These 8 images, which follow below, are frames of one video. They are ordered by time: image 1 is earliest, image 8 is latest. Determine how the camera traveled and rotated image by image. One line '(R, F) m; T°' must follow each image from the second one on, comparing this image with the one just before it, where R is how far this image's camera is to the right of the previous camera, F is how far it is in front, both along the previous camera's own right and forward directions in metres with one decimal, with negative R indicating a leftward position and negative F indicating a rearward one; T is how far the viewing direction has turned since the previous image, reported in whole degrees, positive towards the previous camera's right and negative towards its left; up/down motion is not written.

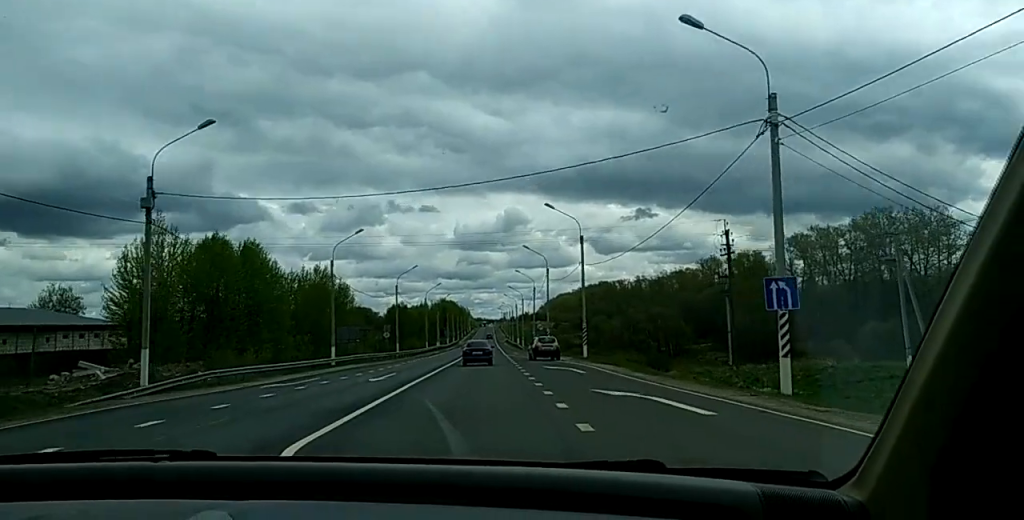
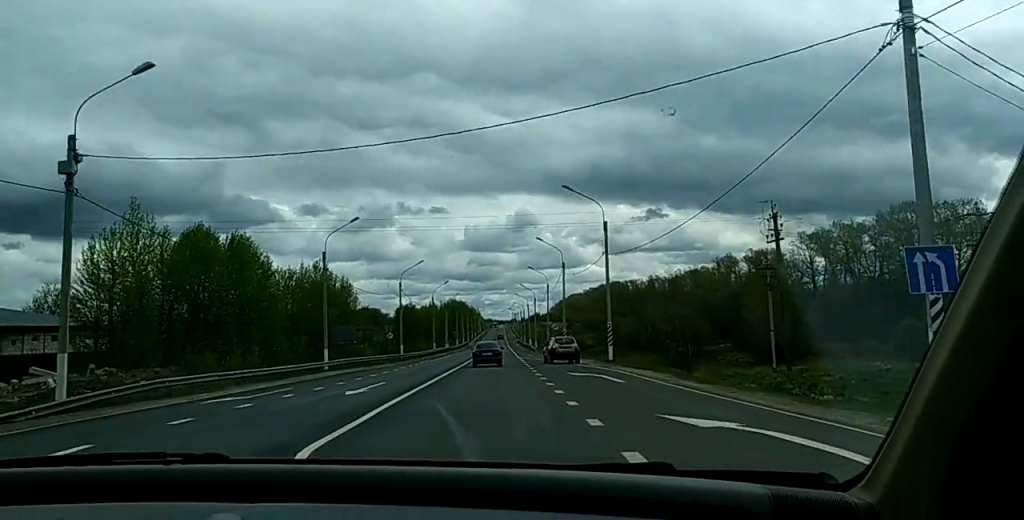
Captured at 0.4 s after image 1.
(0.0, +6.9) m; 0°
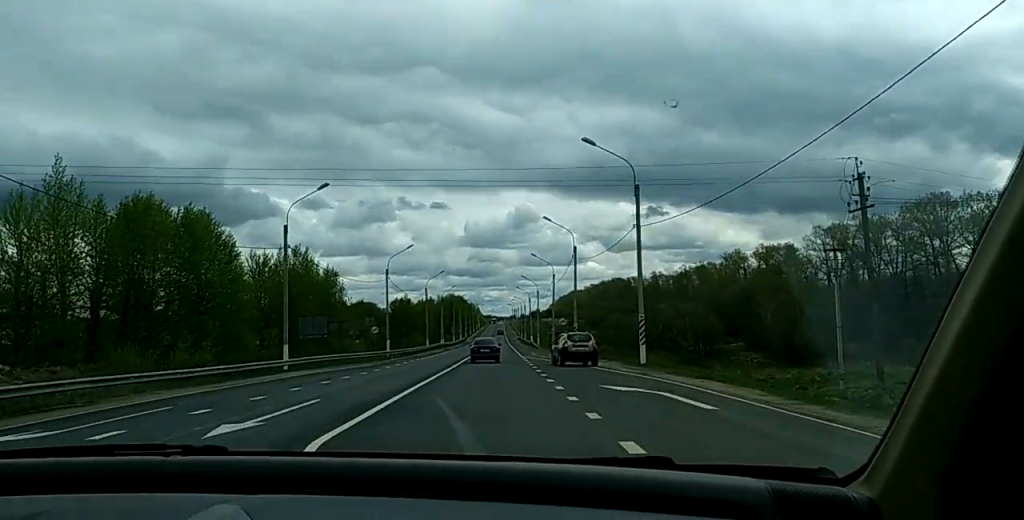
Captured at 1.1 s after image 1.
(-0.1, +10.1) m; +1°
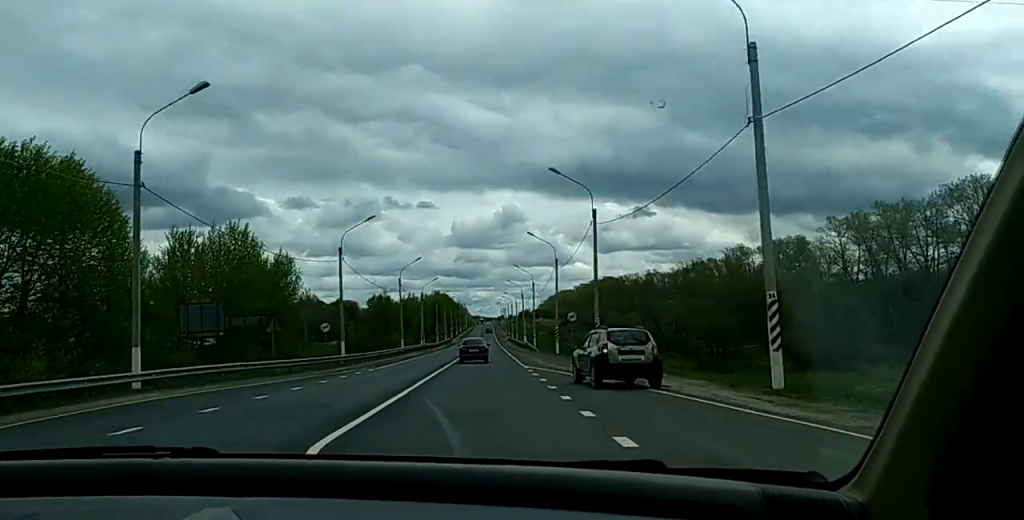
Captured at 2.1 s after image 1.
(+0.3, +18.9) m; 0°
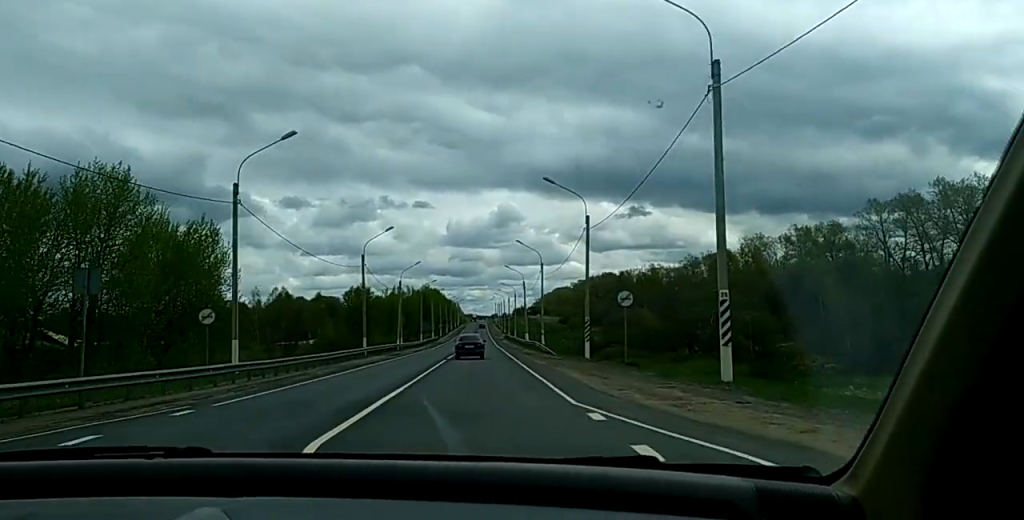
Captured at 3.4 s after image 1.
(-0.5, +29.8) m; 0°
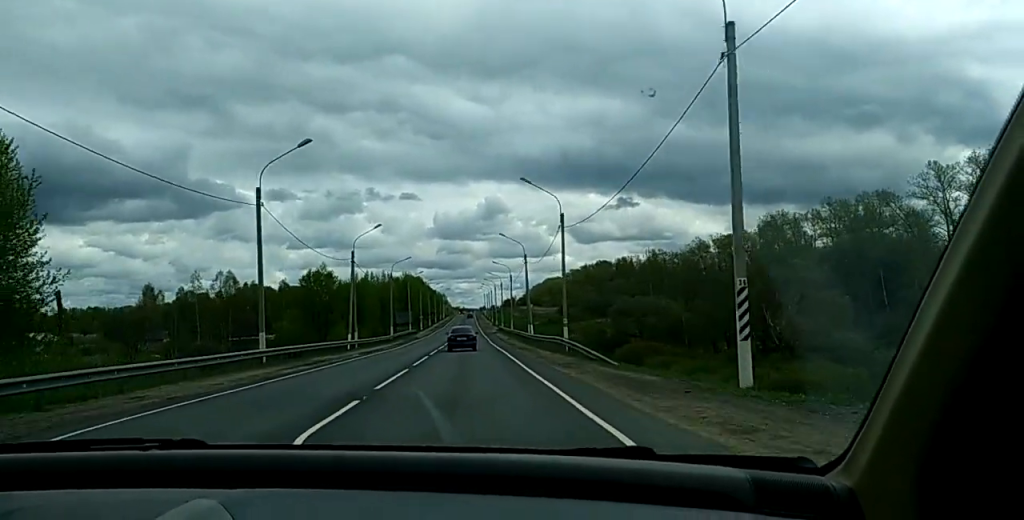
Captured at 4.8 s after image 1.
(+0.3, +36.8) m; +1°
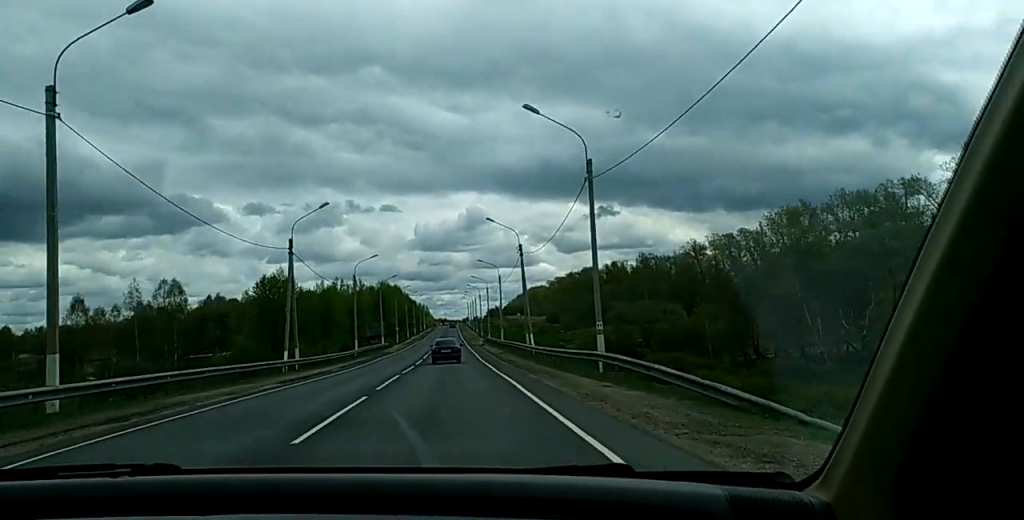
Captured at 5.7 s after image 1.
(+0.1, +19.5) m; -1°
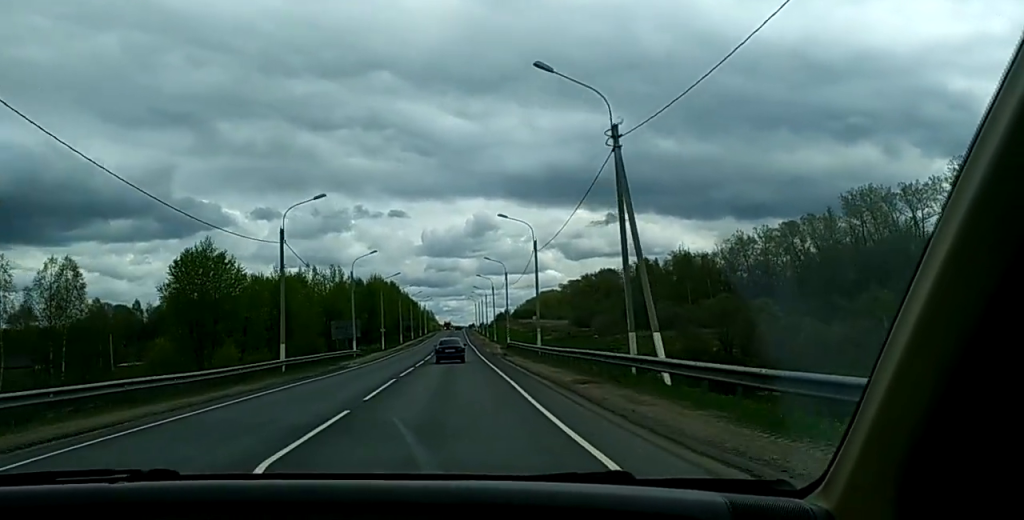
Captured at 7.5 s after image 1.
(-0.4, +36.4) m; 0°
